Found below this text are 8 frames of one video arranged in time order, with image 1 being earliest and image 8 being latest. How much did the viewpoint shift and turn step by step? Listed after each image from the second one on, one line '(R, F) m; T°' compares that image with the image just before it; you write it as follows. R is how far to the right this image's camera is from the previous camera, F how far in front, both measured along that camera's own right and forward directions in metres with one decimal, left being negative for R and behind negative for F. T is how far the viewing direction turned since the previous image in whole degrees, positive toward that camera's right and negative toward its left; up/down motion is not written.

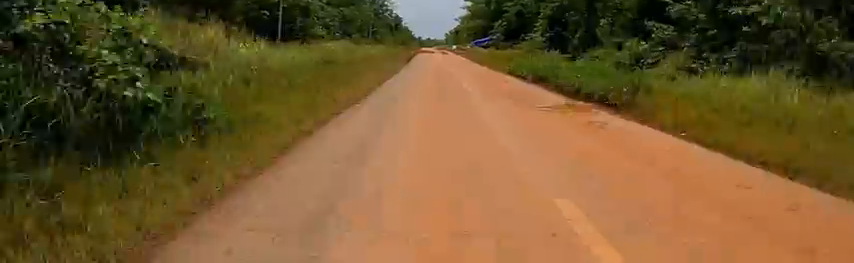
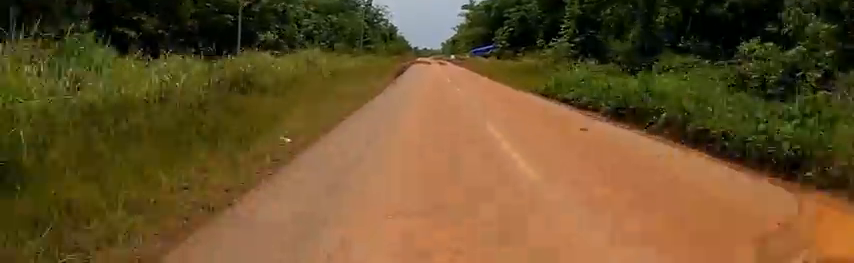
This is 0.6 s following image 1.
(-0.1, +7.2) m; -1°
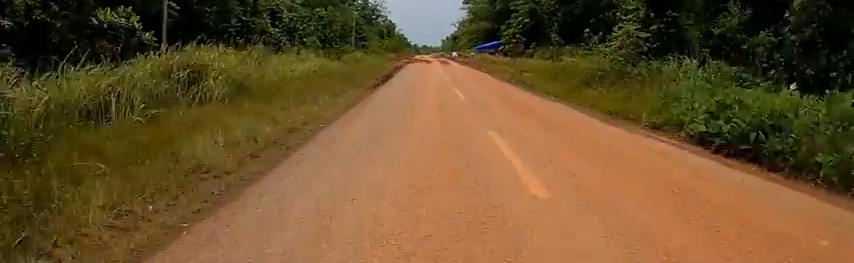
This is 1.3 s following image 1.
(0.0, +8.4) m; +1°
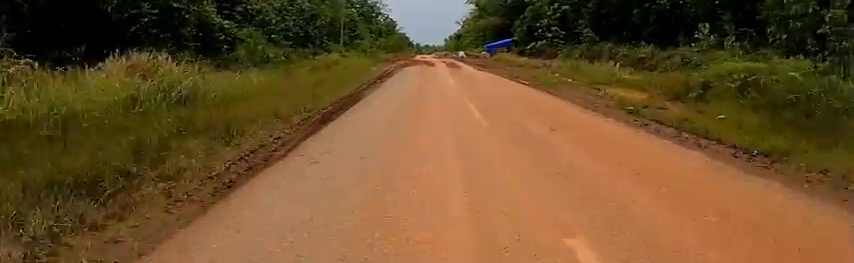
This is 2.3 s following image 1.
(+0.1, +11.1) m; 0°
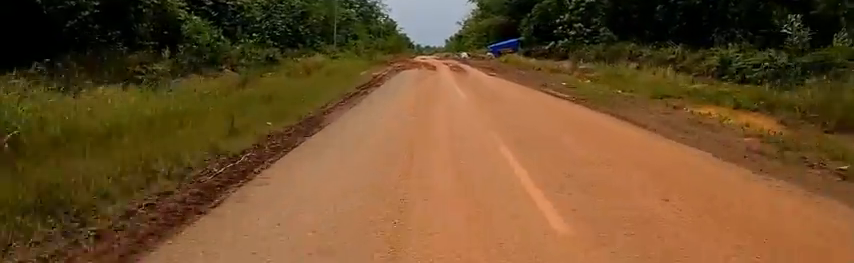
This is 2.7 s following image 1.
(0.0, +4.4) m; 0°
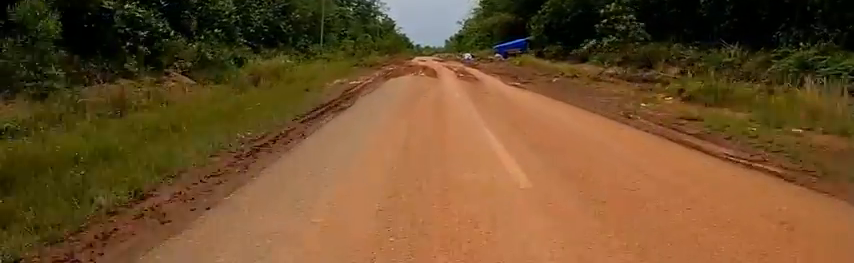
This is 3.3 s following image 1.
(-0.1, +5.7) m; -1°
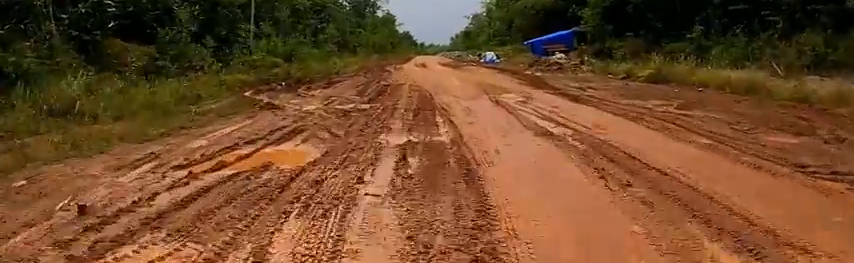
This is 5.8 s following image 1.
(-0.6, +17.3) m; -4°
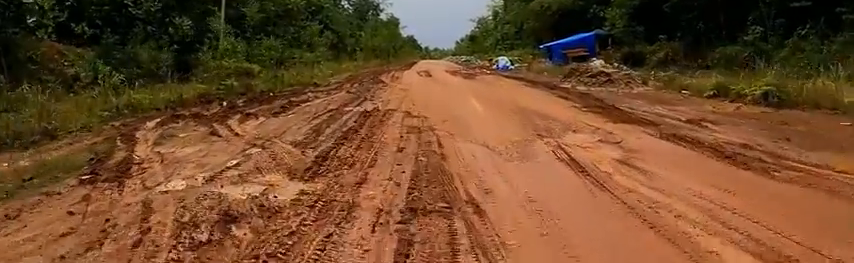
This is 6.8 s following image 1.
(0.0, +5.1) m; 0°
